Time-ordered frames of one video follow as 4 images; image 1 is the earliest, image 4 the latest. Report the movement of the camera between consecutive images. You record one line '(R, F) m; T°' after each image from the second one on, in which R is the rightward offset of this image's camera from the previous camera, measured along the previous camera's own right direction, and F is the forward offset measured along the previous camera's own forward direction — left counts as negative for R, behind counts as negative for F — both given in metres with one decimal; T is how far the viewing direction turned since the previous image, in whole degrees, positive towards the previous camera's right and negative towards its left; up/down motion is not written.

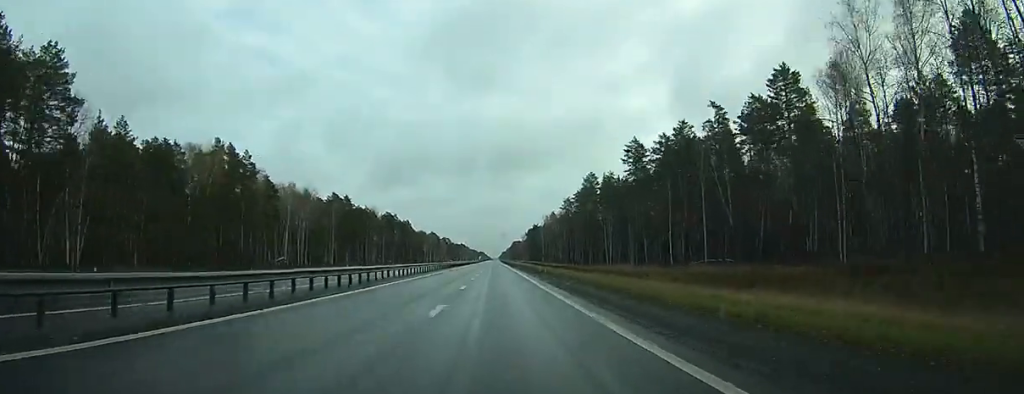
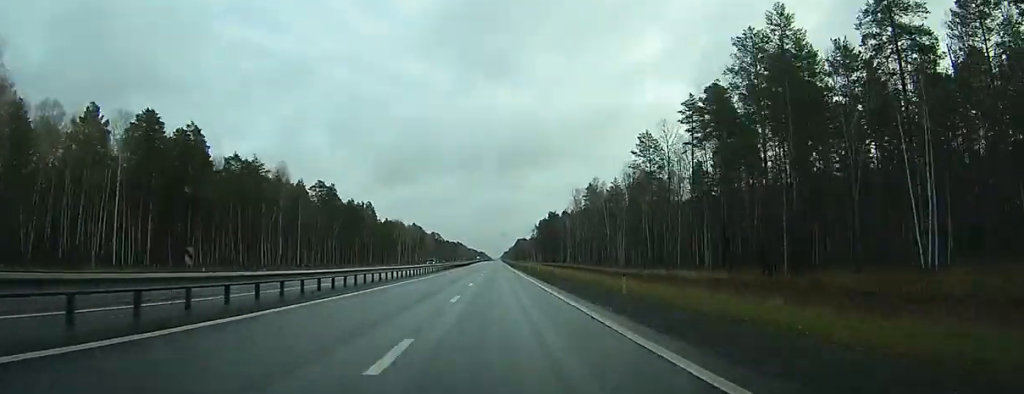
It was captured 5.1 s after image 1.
(-0.2, +136.3) m; 0°
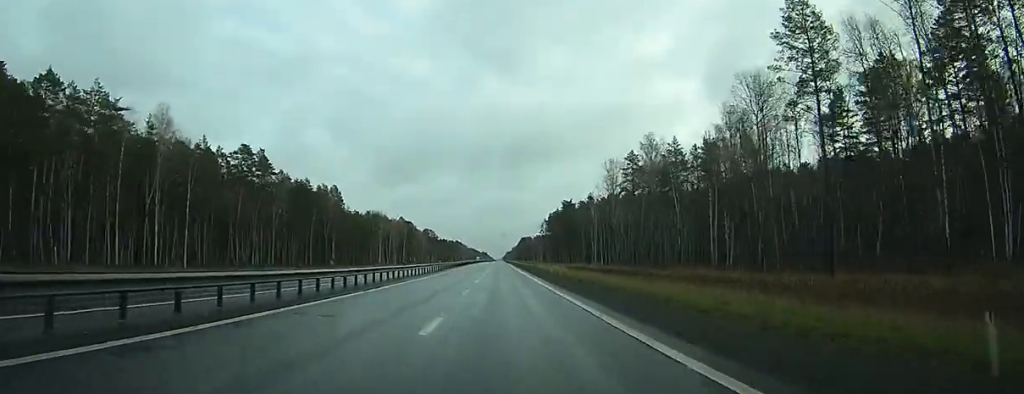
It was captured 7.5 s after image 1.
(+0.1, +68.8) m; 0°
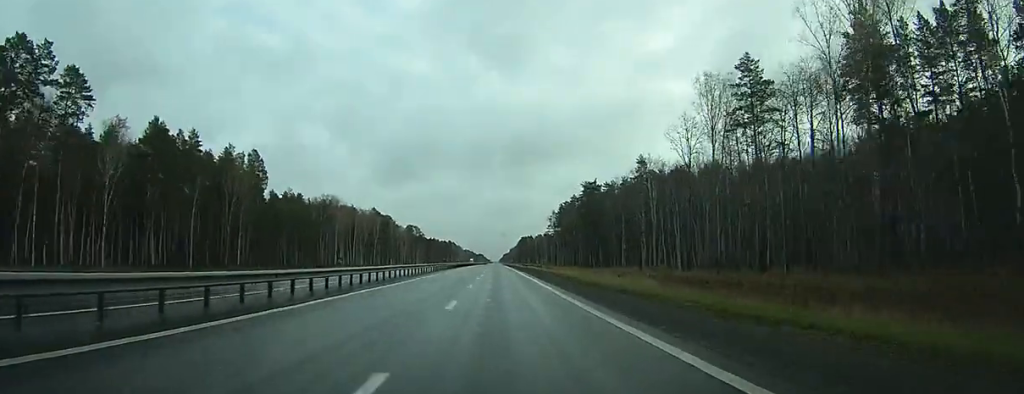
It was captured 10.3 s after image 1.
(+0.1, +81.2) m; 0°
